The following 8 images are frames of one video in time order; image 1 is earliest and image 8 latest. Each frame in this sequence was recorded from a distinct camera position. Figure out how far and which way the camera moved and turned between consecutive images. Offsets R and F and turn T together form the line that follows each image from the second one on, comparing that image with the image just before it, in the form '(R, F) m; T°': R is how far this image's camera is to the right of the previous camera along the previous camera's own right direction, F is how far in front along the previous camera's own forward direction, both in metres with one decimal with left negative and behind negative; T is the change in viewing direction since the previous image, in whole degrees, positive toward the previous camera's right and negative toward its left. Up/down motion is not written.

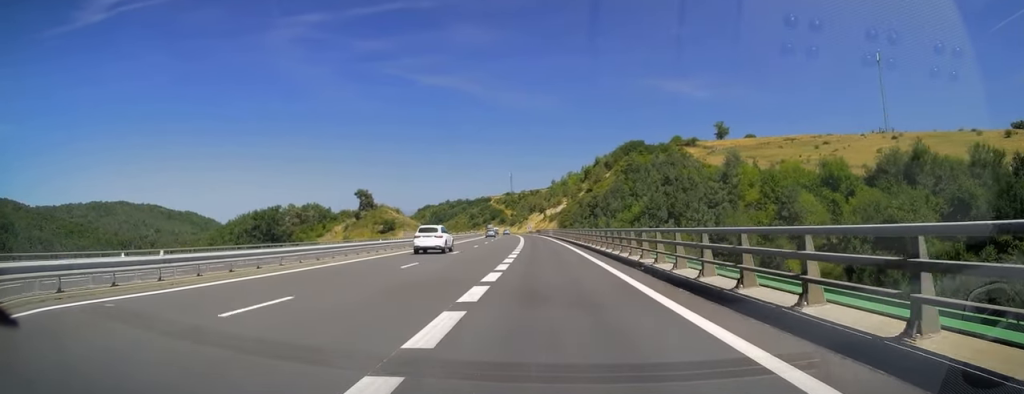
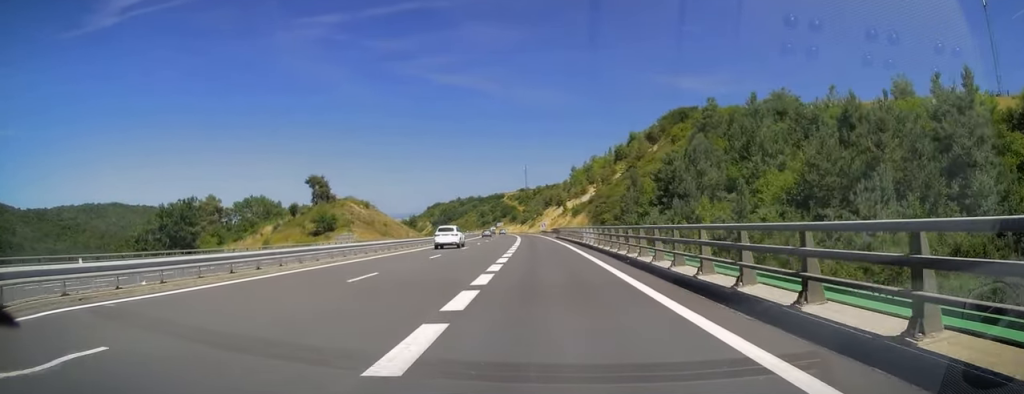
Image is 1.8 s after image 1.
(-1.0, +58.3) m; -2°
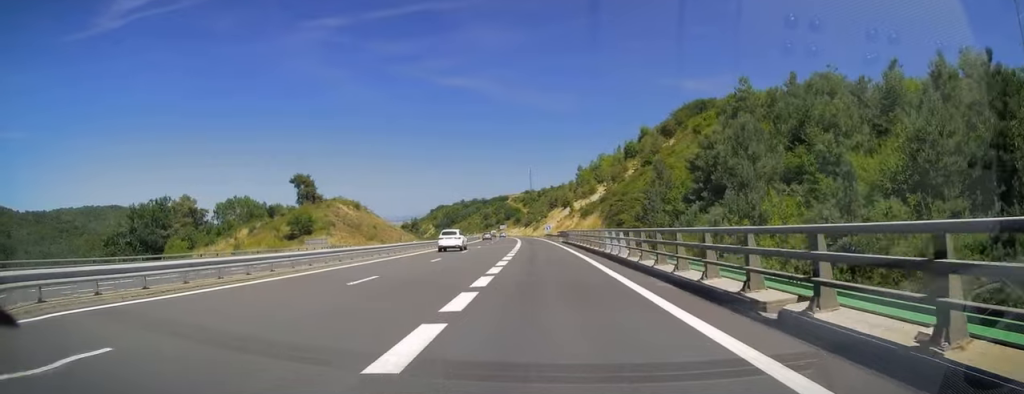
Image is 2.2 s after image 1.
(-0.1, +13.0) m; 0°
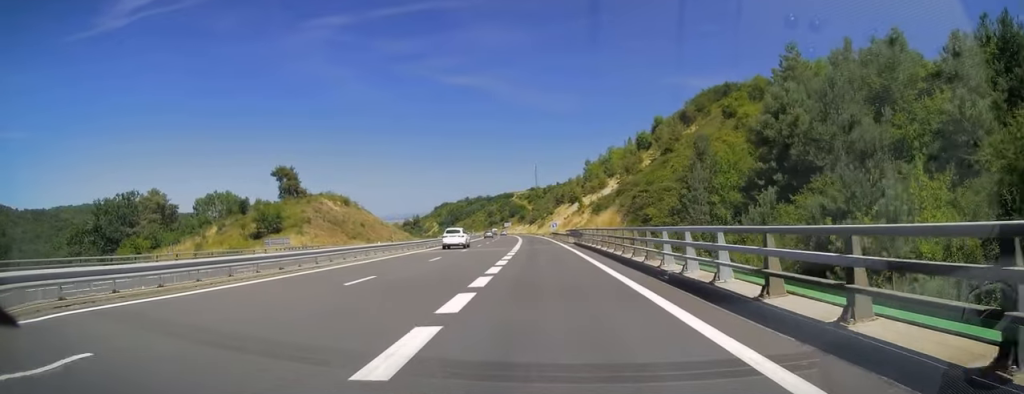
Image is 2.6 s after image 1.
(-0.1, +13.5) m; 0°
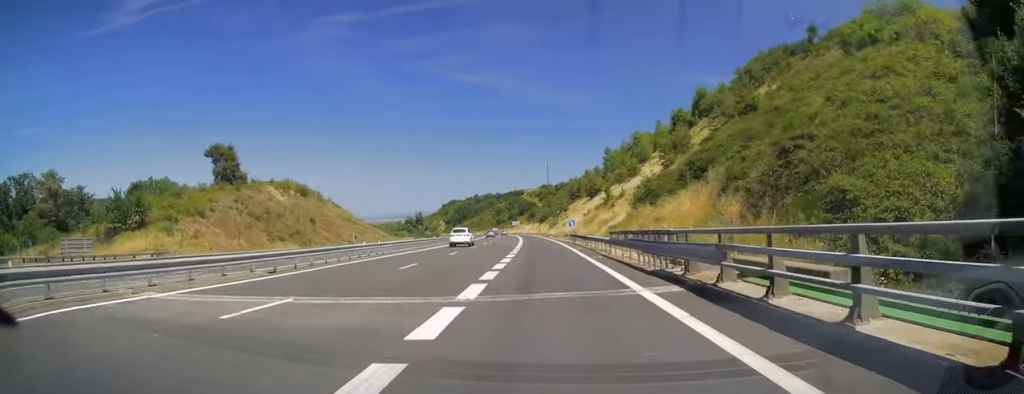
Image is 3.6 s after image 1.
(-0.1, +32.9) m; -1°
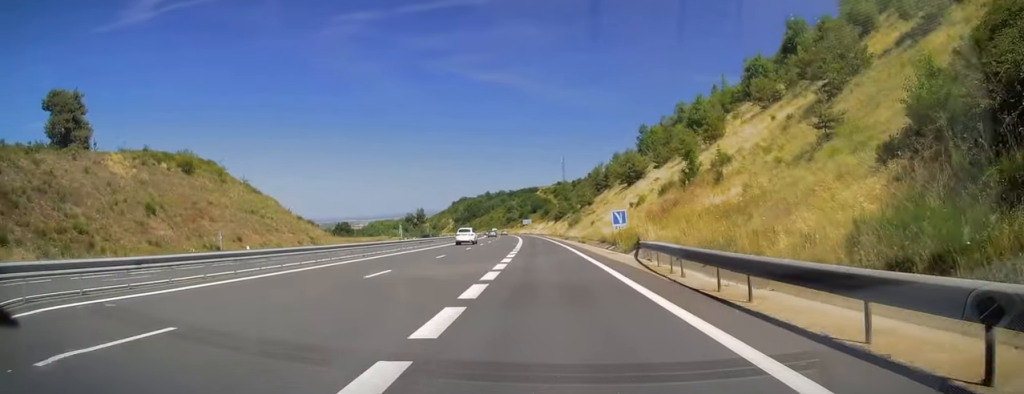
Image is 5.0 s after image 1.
(-0.6, +43.7) m; -1°
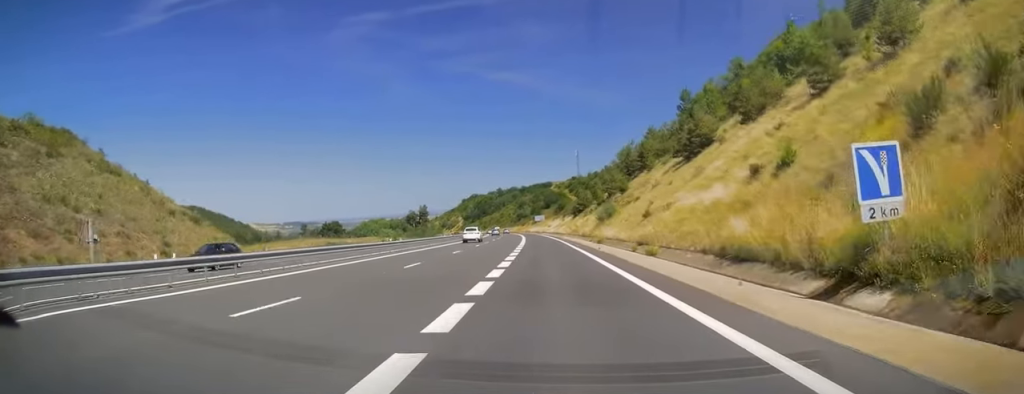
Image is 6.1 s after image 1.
(-0.3, +34.6) m; -1°
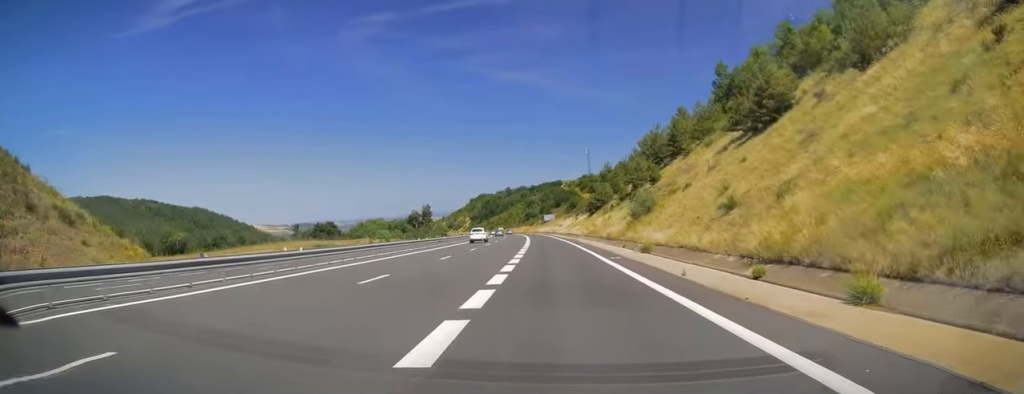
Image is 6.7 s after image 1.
(-0.1, +19.5) m; -1°
